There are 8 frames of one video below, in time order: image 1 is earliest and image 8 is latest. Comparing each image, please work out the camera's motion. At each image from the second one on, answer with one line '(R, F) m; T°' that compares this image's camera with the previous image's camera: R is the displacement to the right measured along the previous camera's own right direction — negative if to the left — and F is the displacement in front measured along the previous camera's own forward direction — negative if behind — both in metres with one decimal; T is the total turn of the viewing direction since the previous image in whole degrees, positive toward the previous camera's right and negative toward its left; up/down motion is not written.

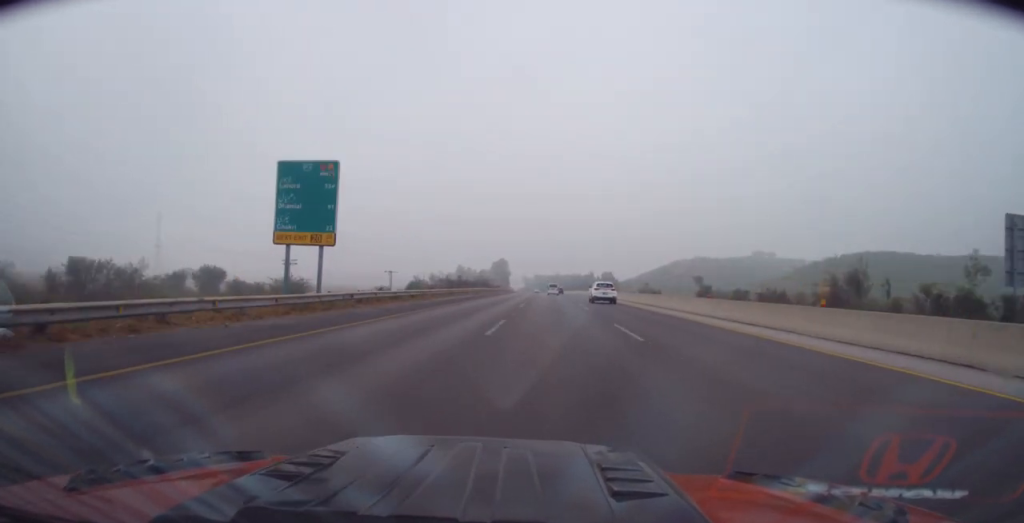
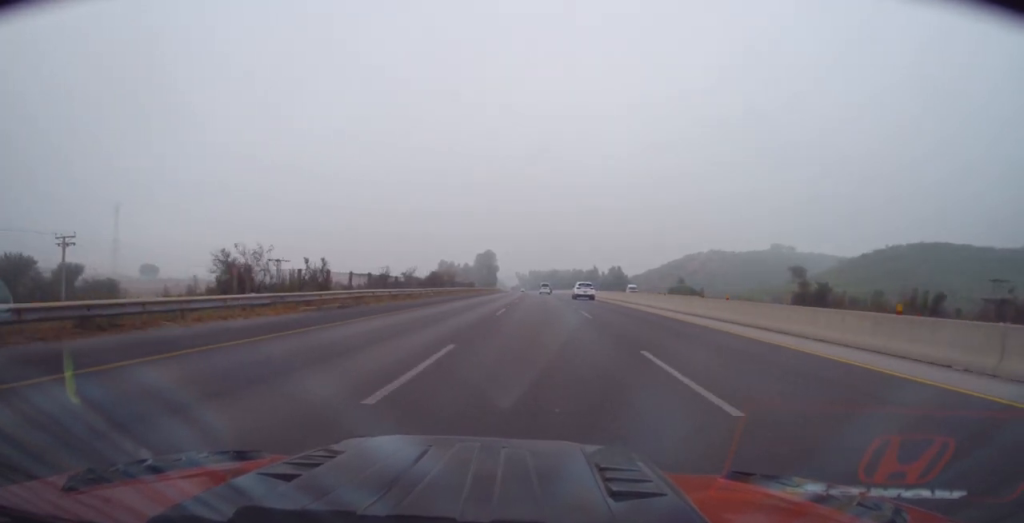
(-0.2, +44.2) m; 0°
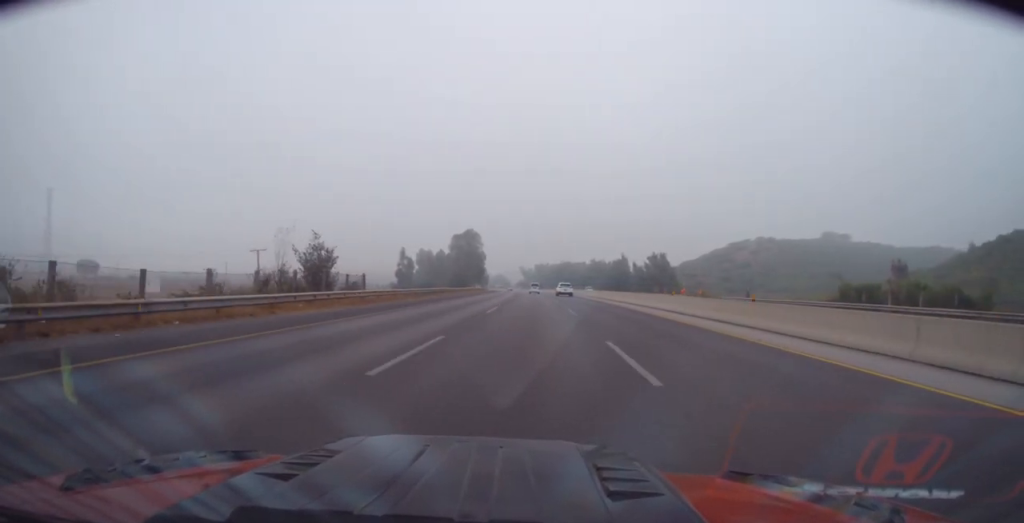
(+0.1, +69.5) m; 0°
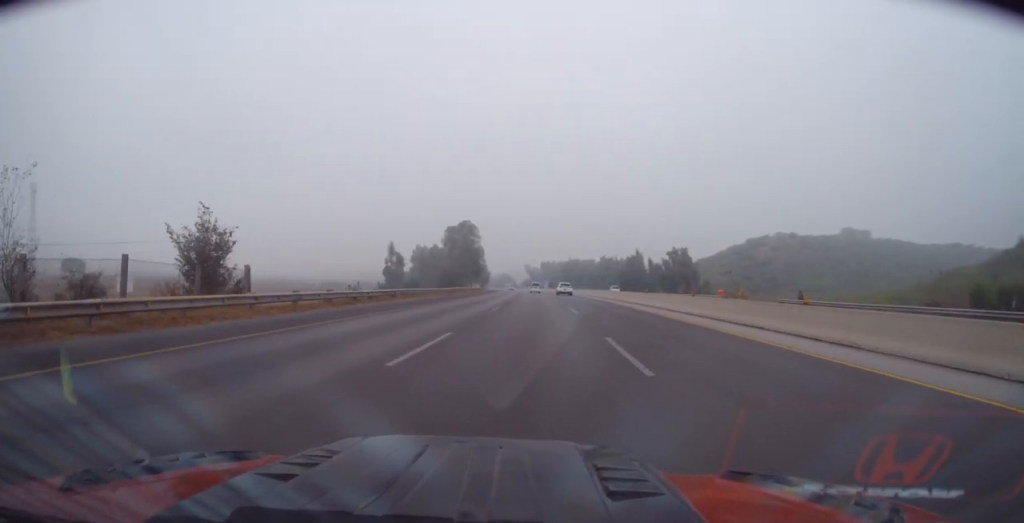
(-0.2, +17.1) m; -1°
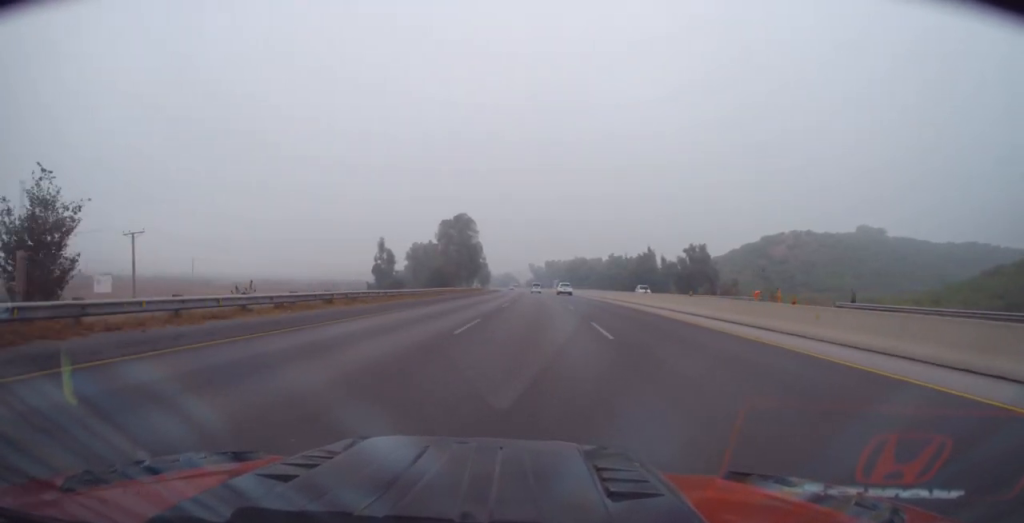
(0.0, +12.0) m; 0°
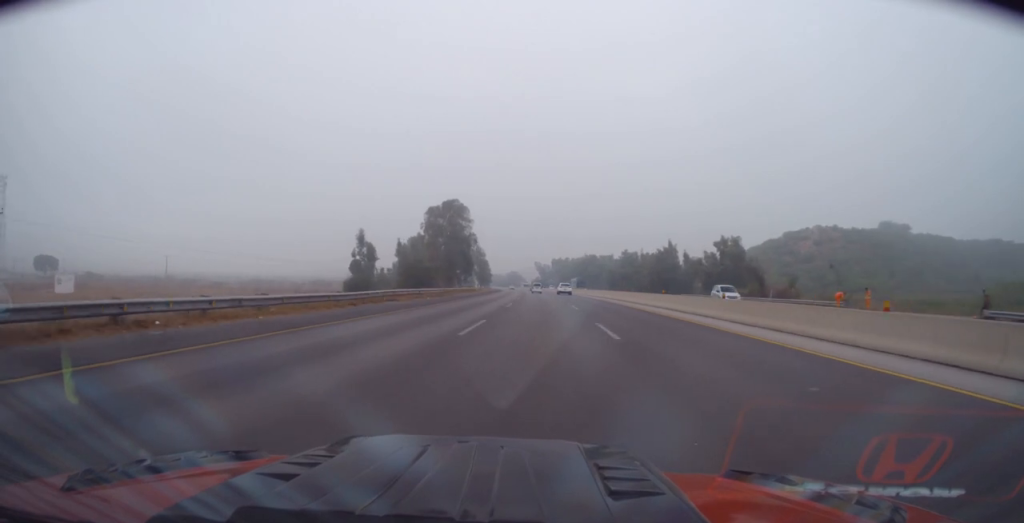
(0.0, +18.0) m; -1°
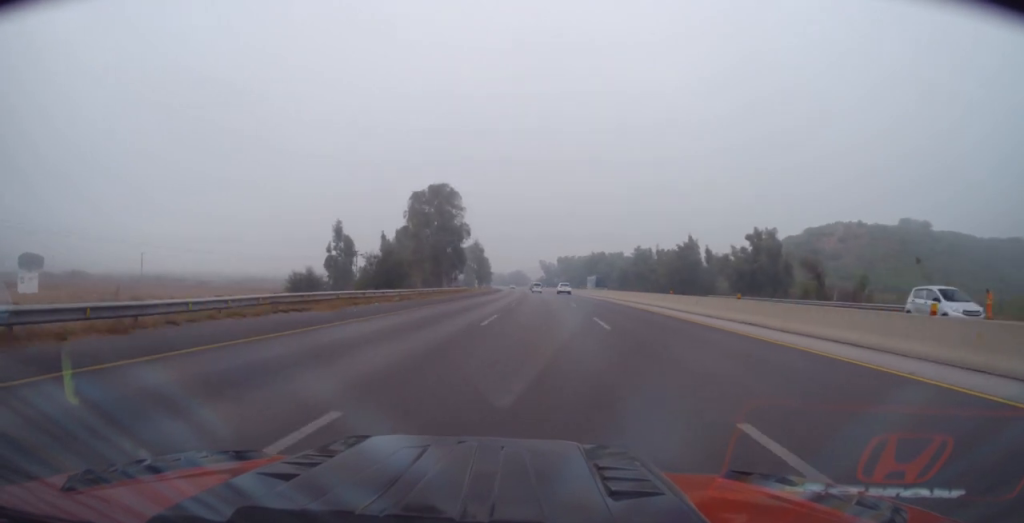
(-0.2, +14.6) m; 0°
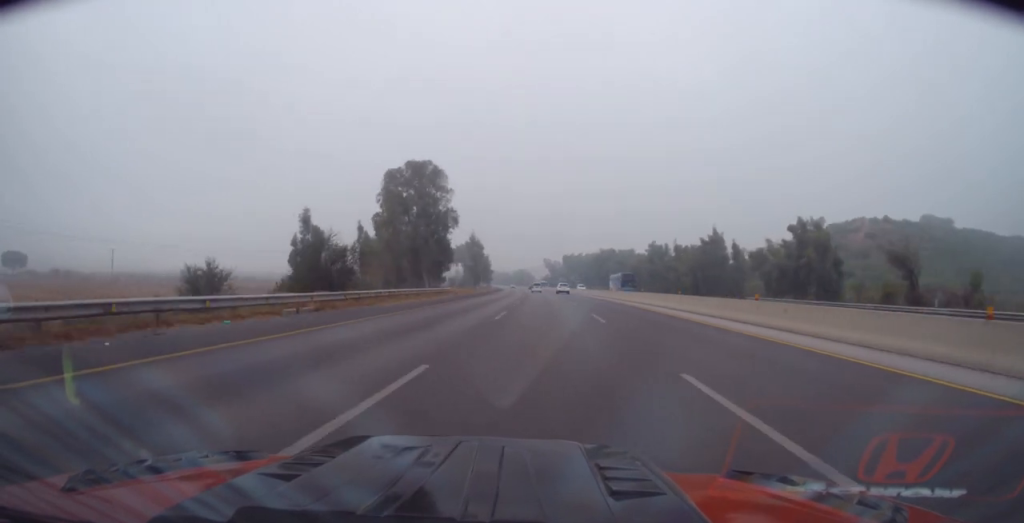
(-0.1, +14.7) m; 0°
